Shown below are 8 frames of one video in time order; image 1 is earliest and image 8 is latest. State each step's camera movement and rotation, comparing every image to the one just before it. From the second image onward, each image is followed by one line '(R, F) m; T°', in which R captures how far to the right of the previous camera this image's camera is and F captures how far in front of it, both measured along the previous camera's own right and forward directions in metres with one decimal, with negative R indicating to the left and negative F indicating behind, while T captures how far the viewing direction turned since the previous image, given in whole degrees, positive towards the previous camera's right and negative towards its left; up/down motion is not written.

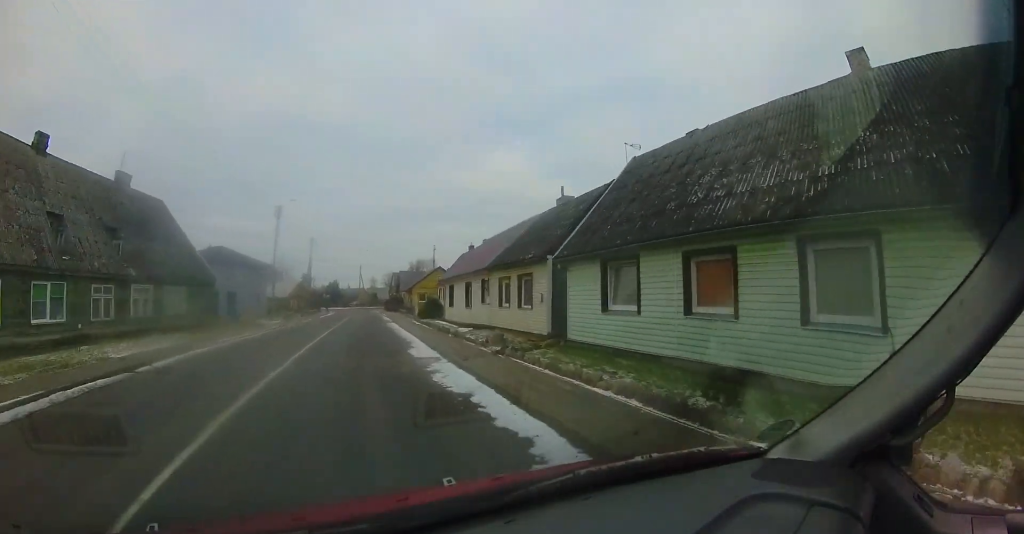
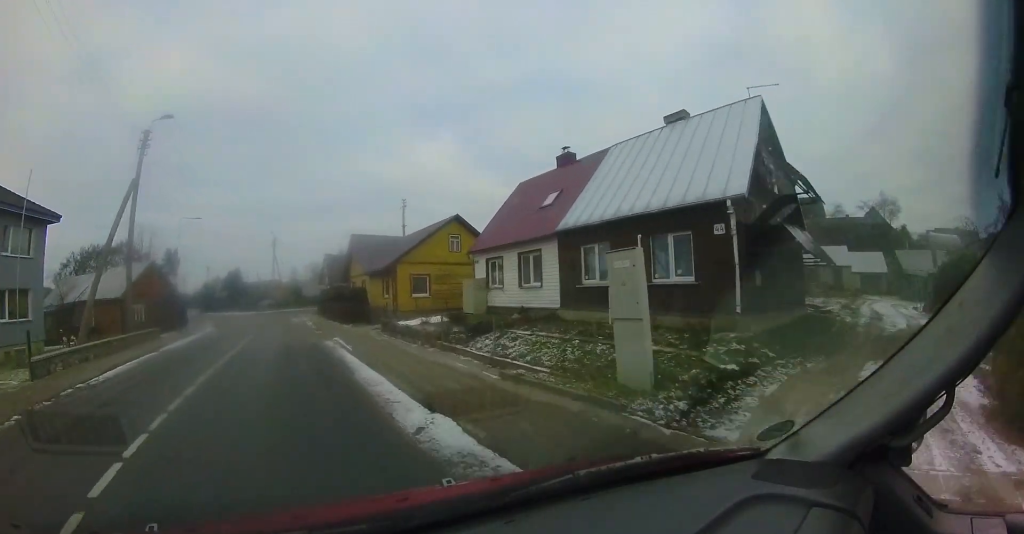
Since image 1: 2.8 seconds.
(+3.3, +27.5) m; +13°
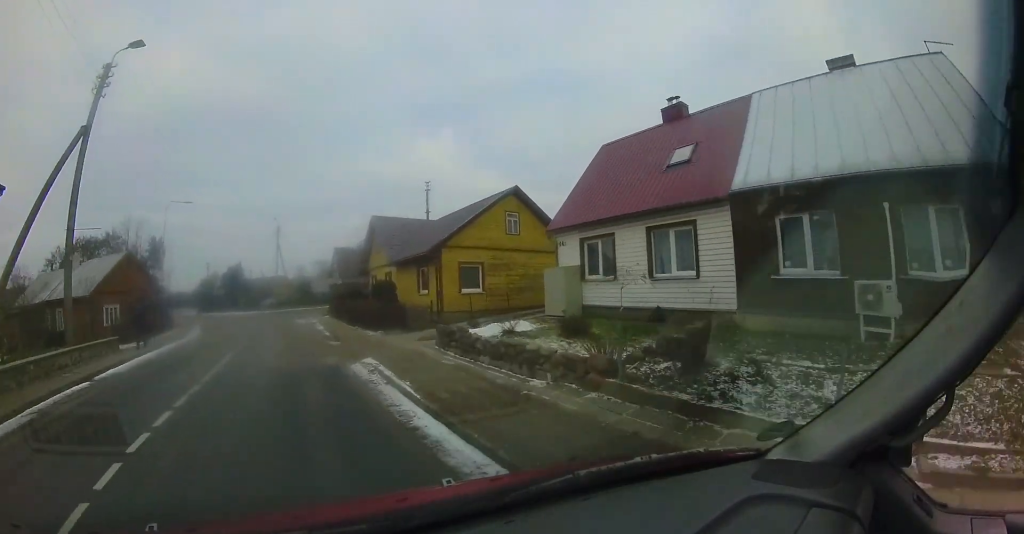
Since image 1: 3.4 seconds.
(-0.1, +5.6) m; -2°
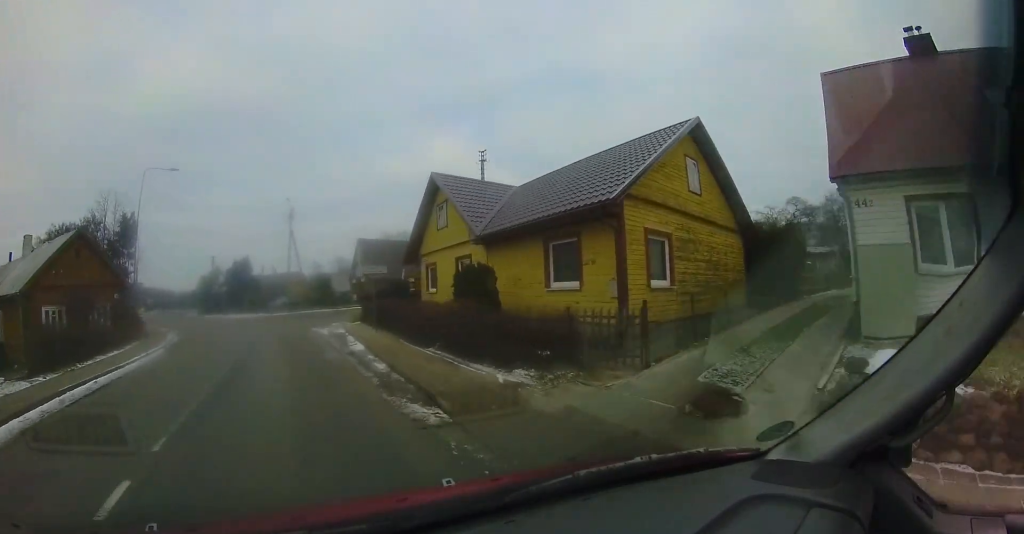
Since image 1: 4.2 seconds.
(-0.3, +8.2) m; -3°
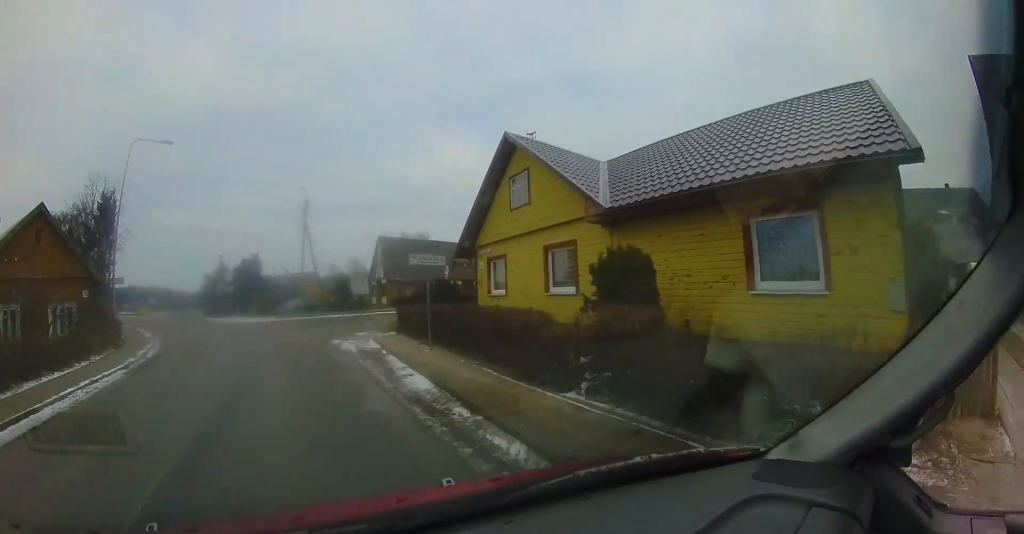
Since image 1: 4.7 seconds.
(-0.1, +4.6) m; -2°
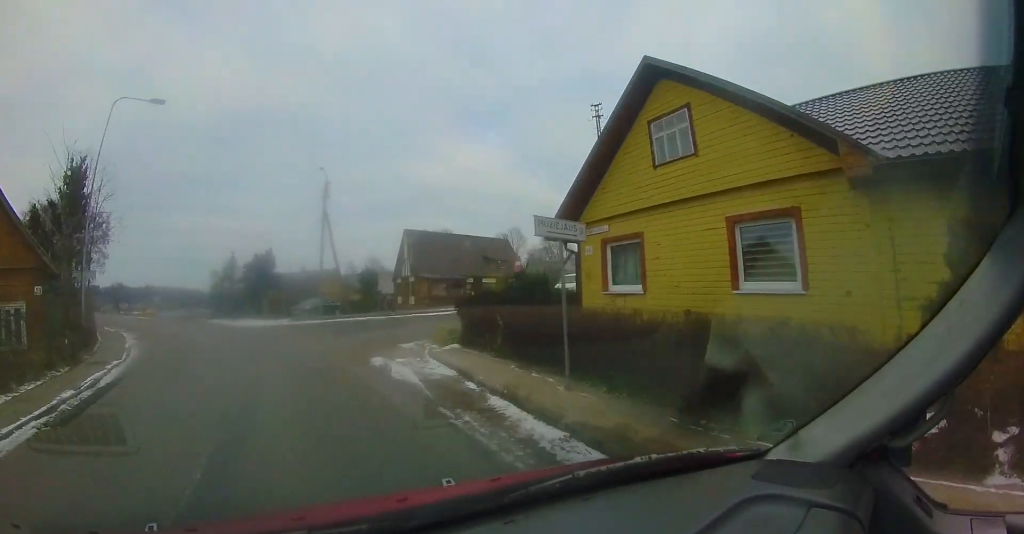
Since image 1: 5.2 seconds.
(-0.1, +4.5) m; -2°
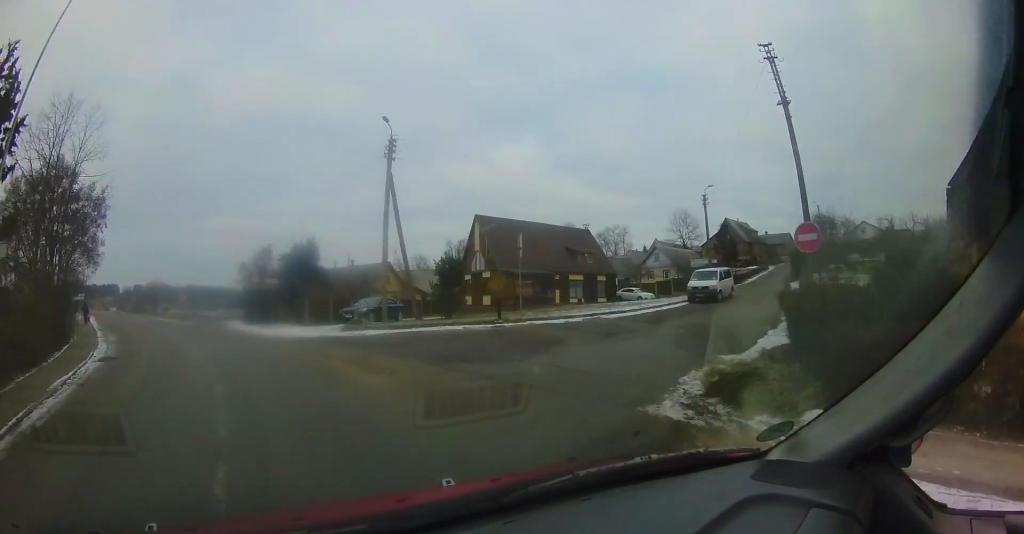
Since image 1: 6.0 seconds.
(-0.1, +7.6) m; -5°
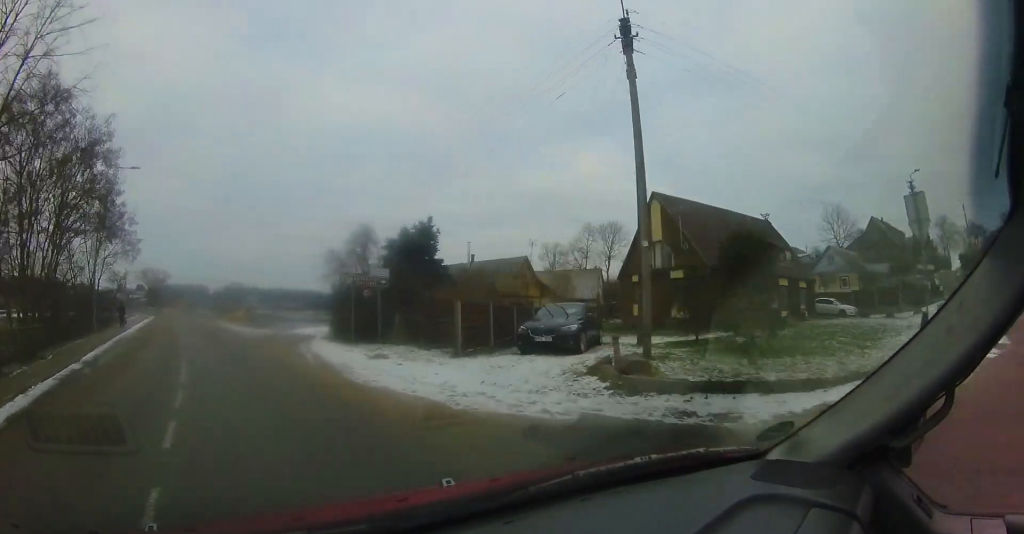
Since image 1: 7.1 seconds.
(-1.0, +10.0) m; -12°
